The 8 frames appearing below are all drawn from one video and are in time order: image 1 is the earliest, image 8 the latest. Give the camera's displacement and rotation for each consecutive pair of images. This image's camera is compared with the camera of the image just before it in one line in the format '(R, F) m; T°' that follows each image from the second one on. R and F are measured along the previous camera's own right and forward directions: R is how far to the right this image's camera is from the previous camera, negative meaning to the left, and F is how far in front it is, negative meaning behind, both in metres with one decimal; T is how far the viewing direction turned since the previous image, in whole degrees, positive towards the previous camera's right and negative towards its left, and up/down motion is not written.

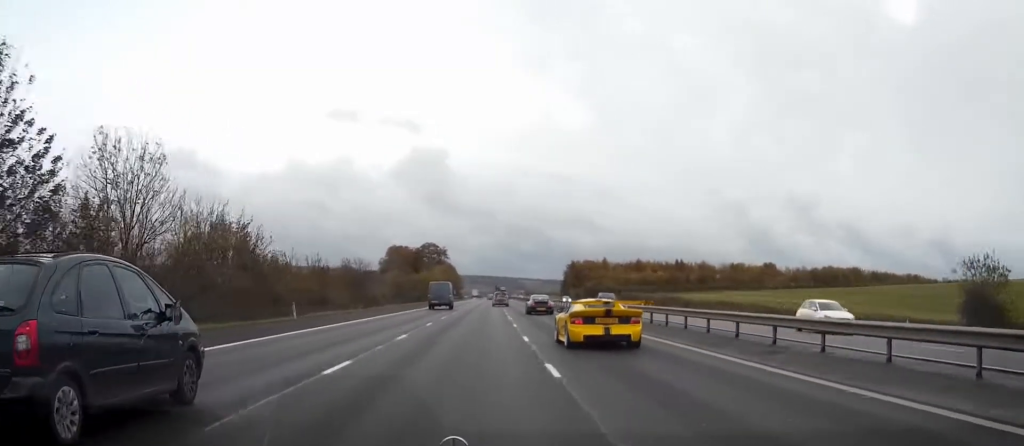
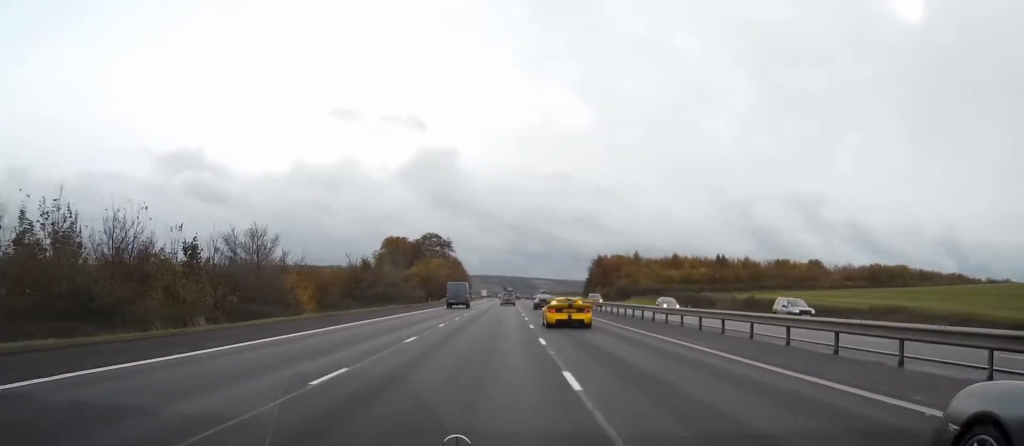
(-0.3, +37.4) m; -1°
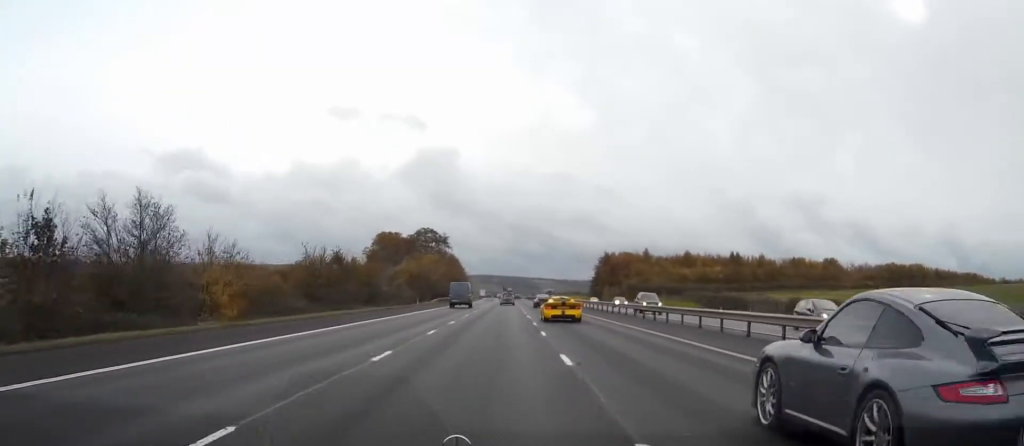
(0.0, +16.2) m; 0°
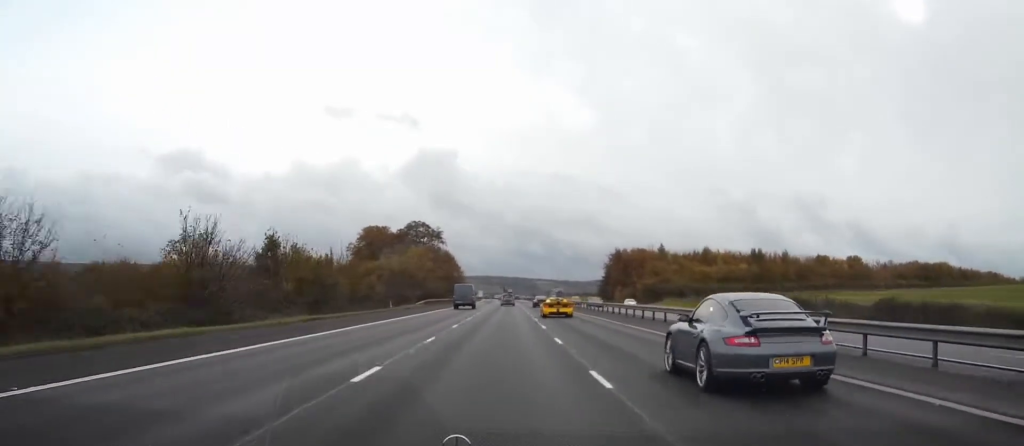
(0.0, +19.5) m; 0°
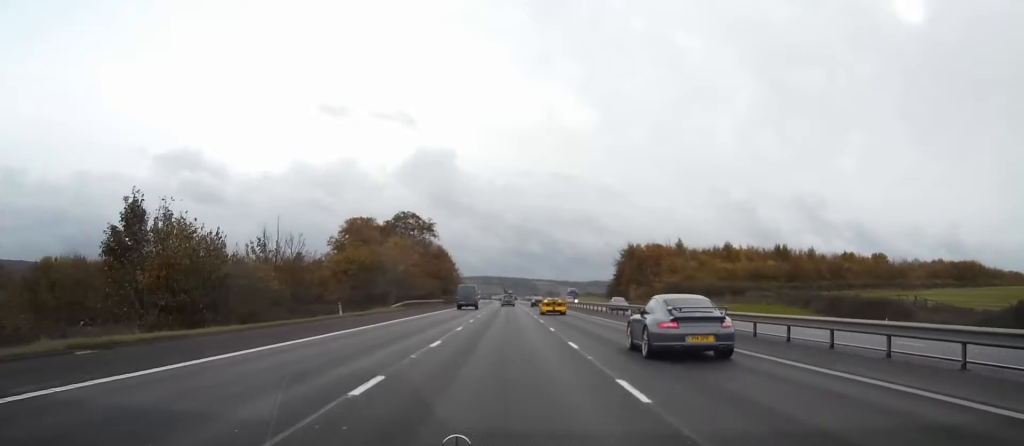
(0.0, +20.7) m; 0°
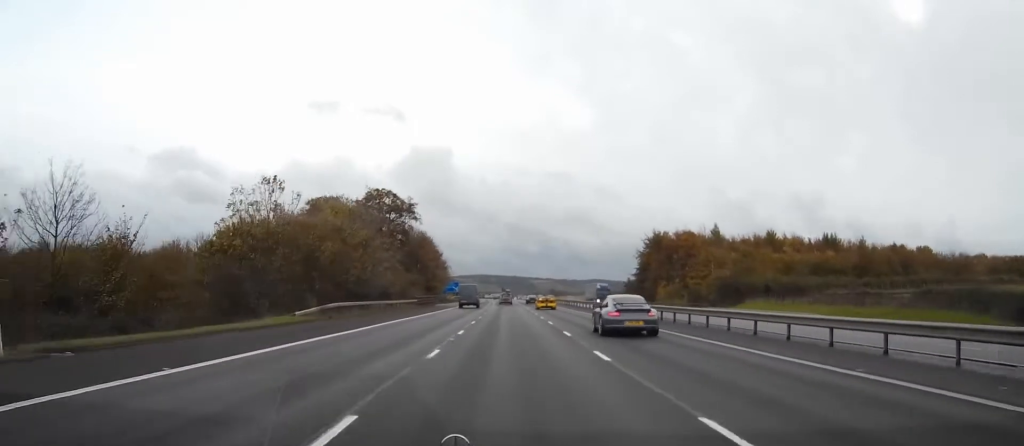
(+0.1, +31.4) m; 0°
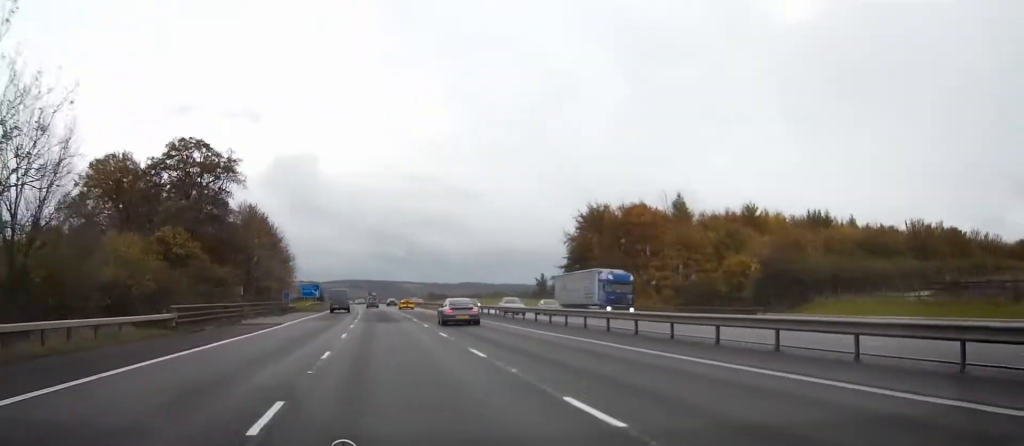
(+0.3, +45.3) m; 0°
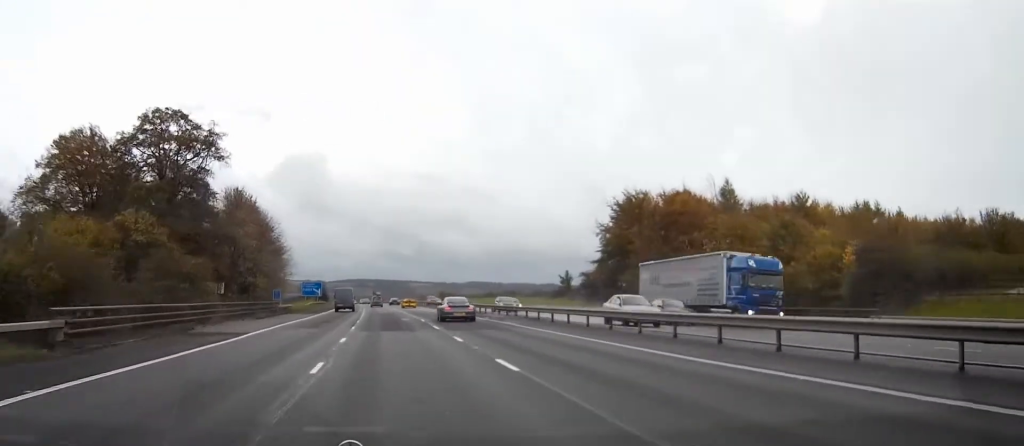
(0.0, +12.9) m; 0°
